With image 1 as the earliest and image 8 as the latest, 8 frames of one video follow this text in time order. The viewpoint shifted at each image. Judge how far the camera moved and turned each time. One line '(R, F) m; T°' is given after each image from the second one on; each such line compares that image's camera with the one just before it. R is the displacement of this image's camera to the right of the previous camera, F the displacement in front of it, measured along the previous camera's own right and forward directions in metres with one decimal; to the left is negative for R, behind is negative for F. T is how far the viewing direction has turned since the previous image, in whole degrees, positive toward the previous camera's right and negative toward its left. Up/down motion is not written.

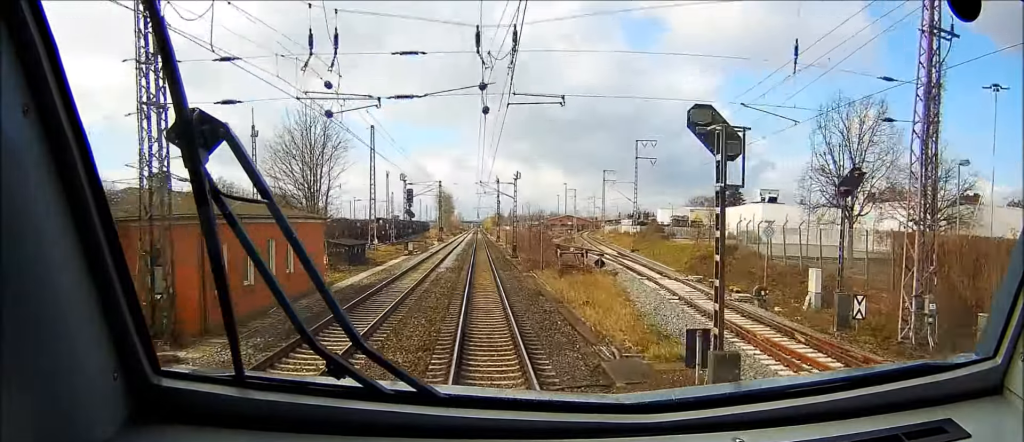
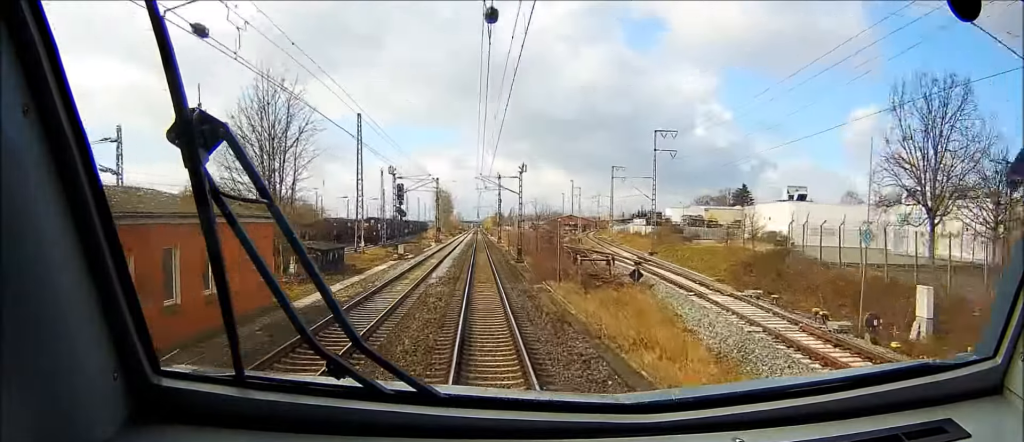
(+0.1, +8.3) m; +1°
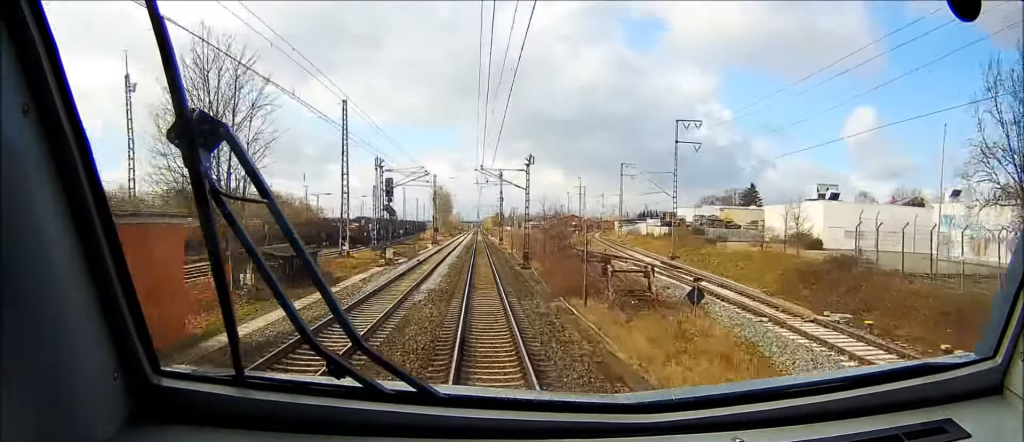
(0.0, +7.8) m; 0°
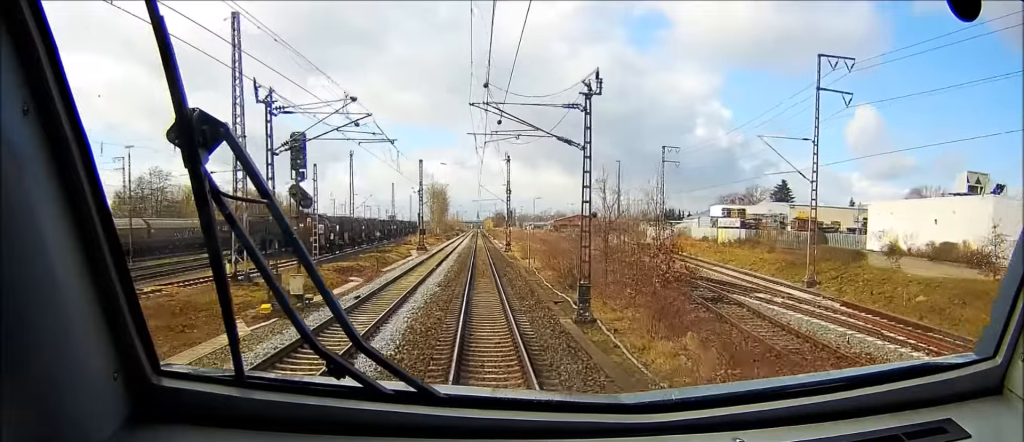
(+0.3, +28.7) m; +1°
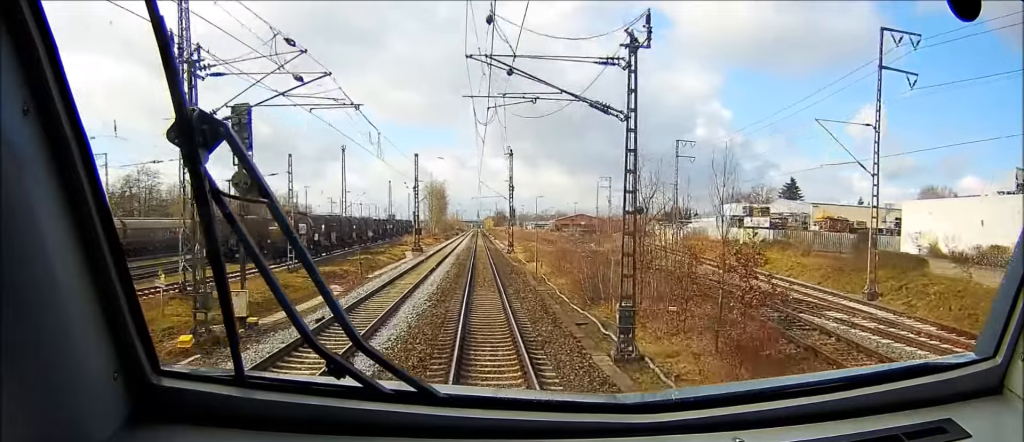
(0.0, +6.8) m; 0°
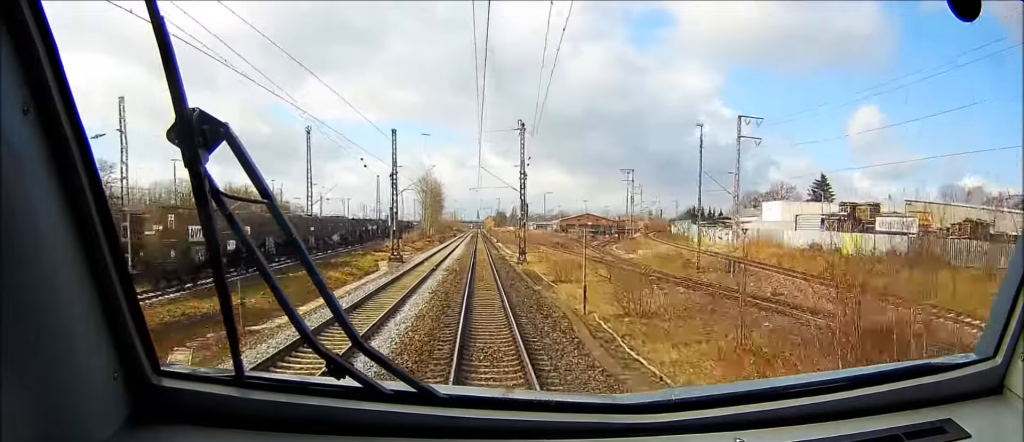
(0.0, +21.4) m; -1°
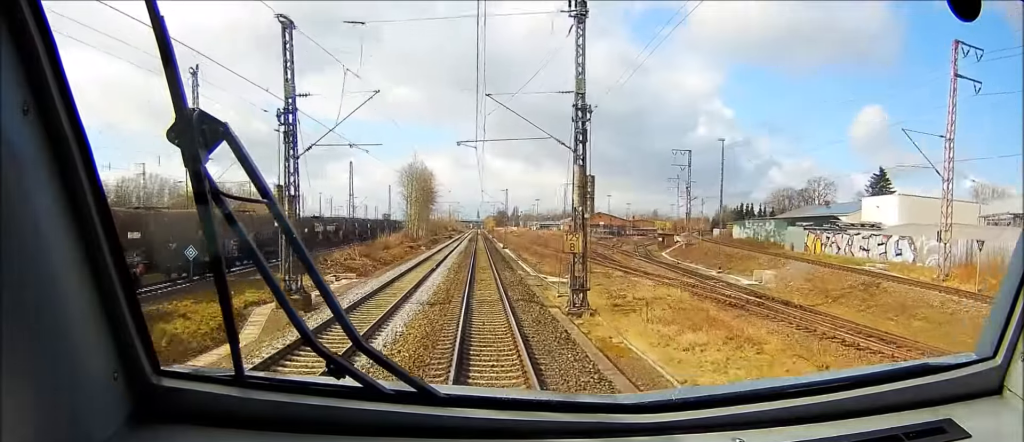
(-0.5, +34.0) m; -2°
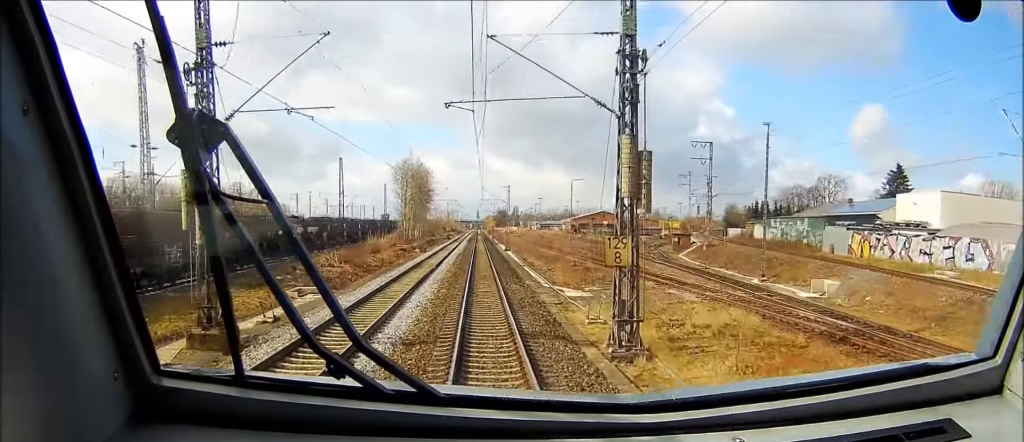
(-0.1, +8.9) m; 0°
